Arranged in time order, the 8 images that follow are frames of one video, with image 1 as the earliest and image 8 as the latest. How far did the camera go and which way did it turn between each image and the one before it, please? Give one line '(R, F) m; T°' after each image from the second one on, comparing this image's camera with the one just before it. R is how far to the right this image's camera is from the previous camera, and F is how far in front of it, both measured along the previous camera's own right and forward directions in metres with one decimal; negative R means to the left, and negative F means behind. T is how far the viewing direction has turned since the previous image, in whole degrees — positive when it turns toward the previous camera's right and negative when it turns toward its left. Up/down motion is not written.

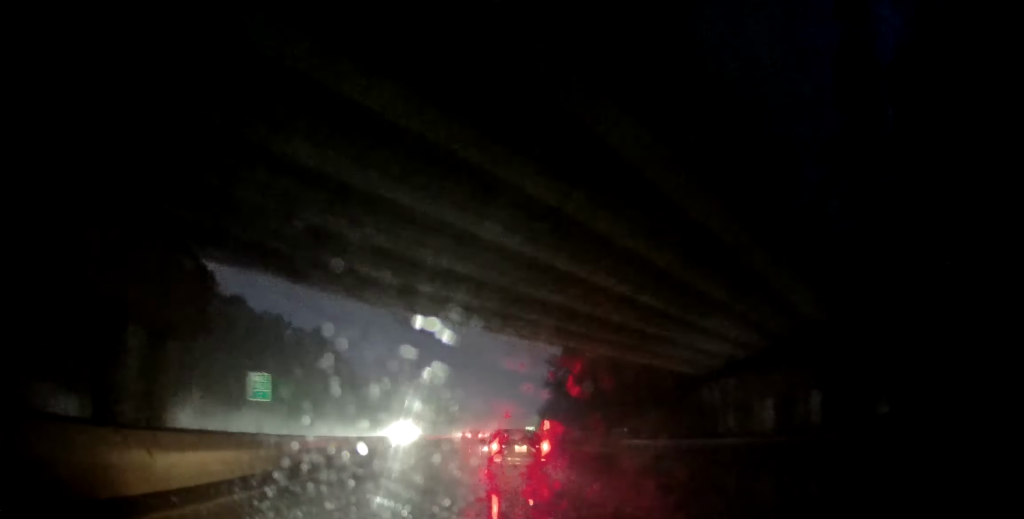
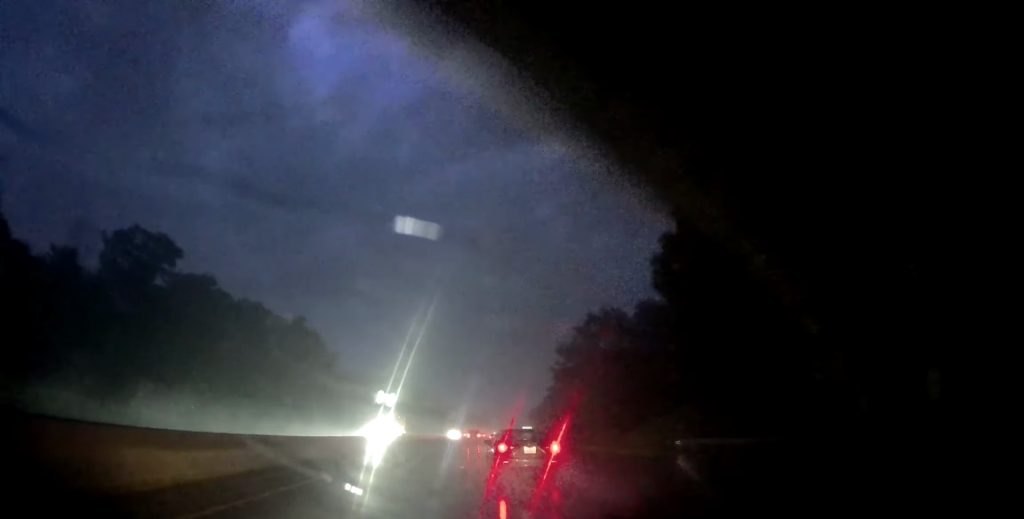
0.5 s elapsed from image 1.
(0.0, +10.9) m; 0°
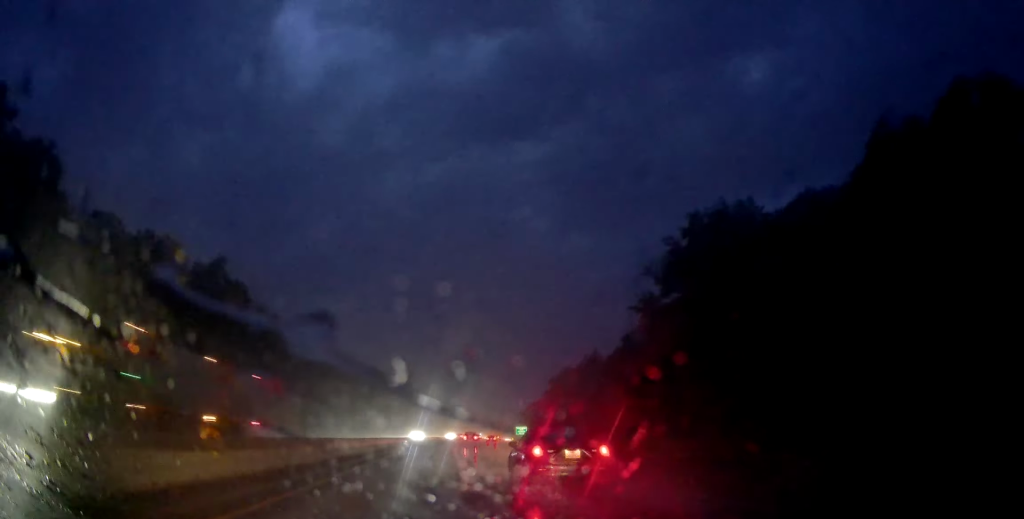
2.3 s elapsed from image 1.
(+0.9, +40.2) m; +5°
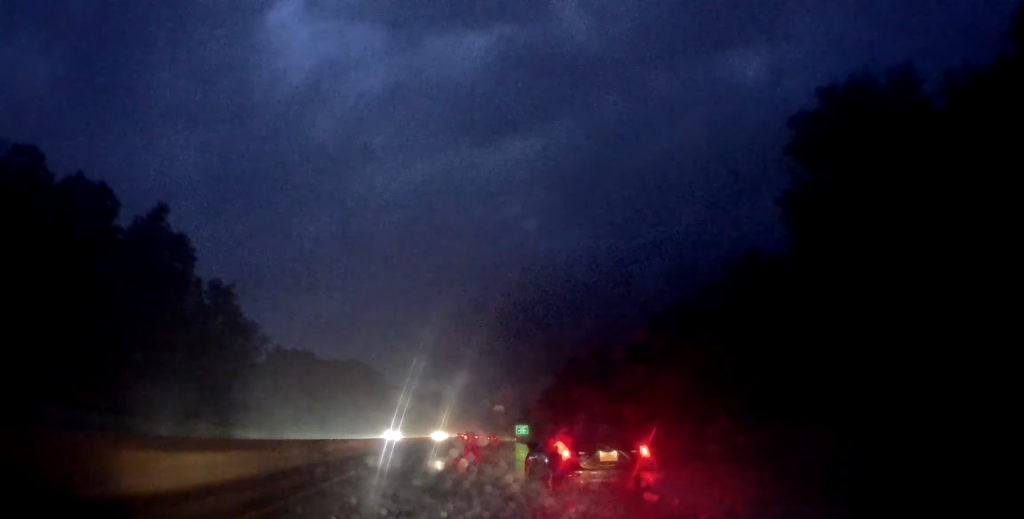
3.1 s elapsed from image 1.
(+0.3, +19.7) m; 0°
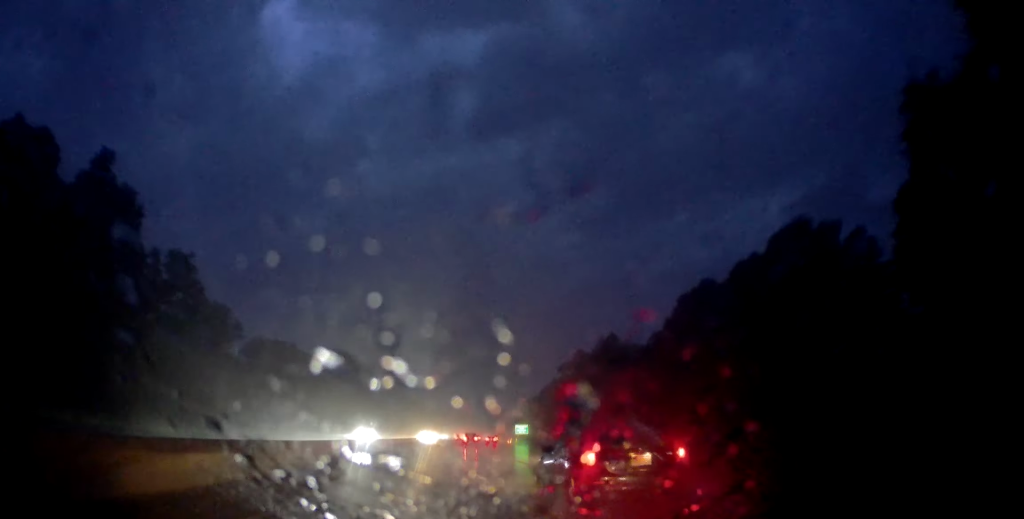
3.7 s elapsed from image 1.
(0.0, +13.5) m; 0°
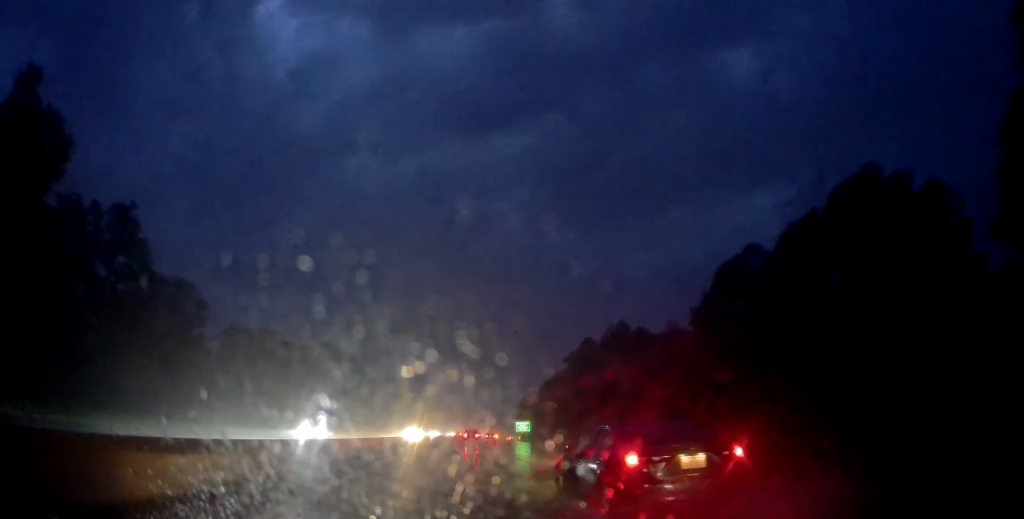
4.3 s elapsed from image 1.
(-0.2, +14.4) m; 0°
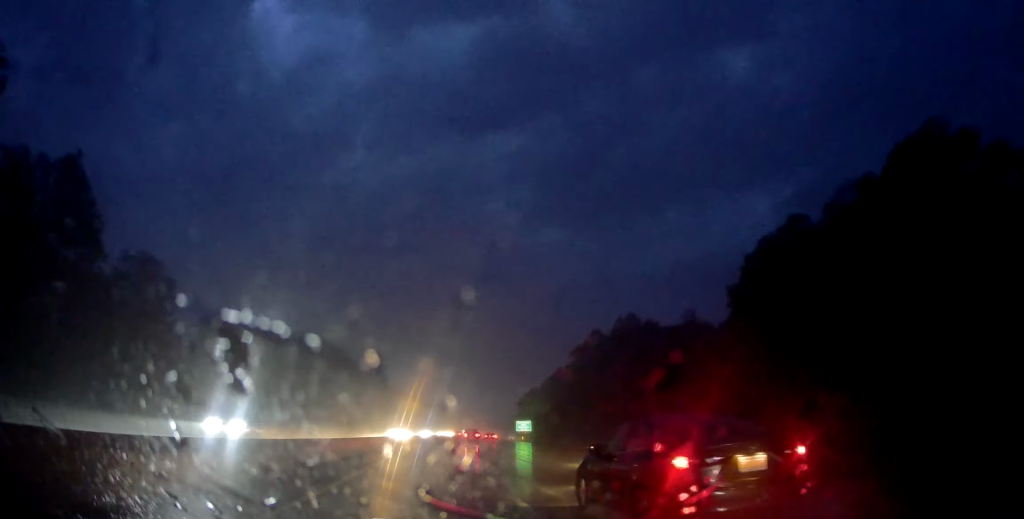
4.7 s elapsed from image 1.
(+0.1, +10.6) m; 0°
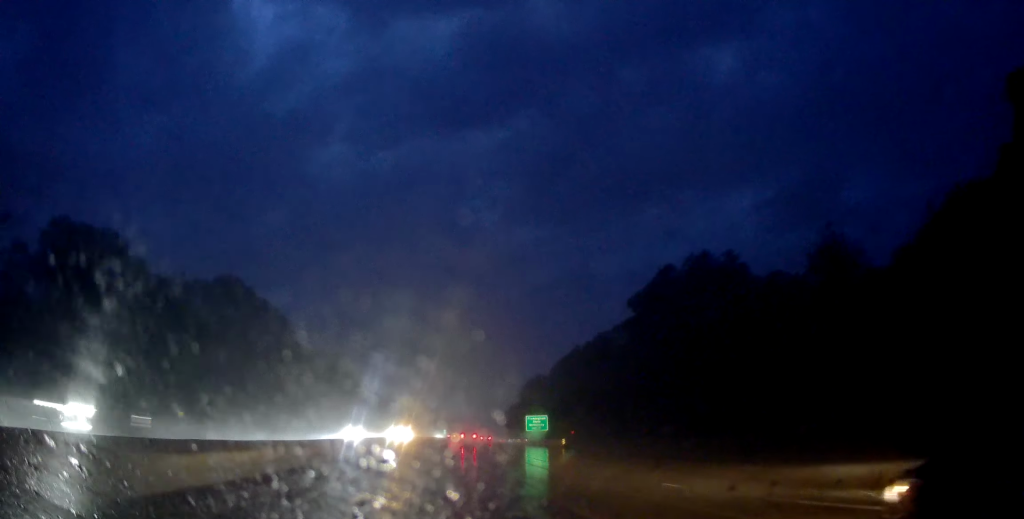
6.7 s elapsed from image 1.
(+0.8, +50.5) m; +3°
